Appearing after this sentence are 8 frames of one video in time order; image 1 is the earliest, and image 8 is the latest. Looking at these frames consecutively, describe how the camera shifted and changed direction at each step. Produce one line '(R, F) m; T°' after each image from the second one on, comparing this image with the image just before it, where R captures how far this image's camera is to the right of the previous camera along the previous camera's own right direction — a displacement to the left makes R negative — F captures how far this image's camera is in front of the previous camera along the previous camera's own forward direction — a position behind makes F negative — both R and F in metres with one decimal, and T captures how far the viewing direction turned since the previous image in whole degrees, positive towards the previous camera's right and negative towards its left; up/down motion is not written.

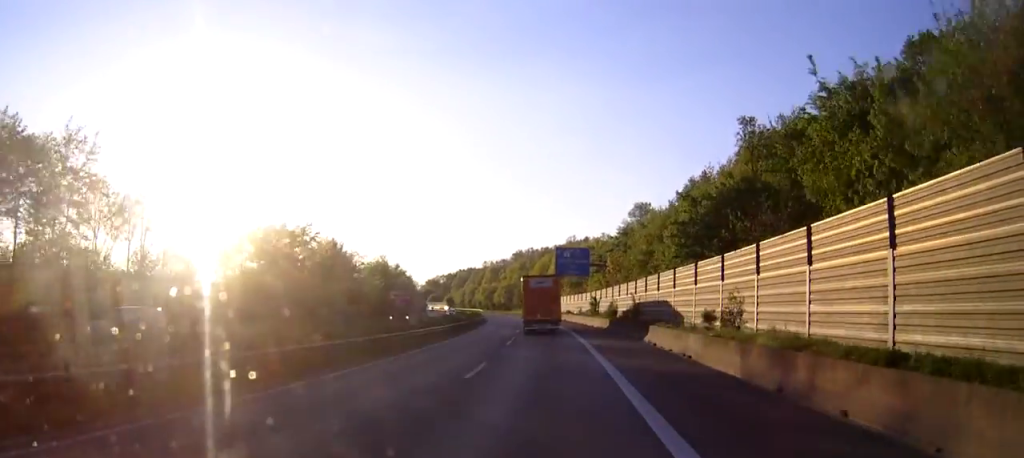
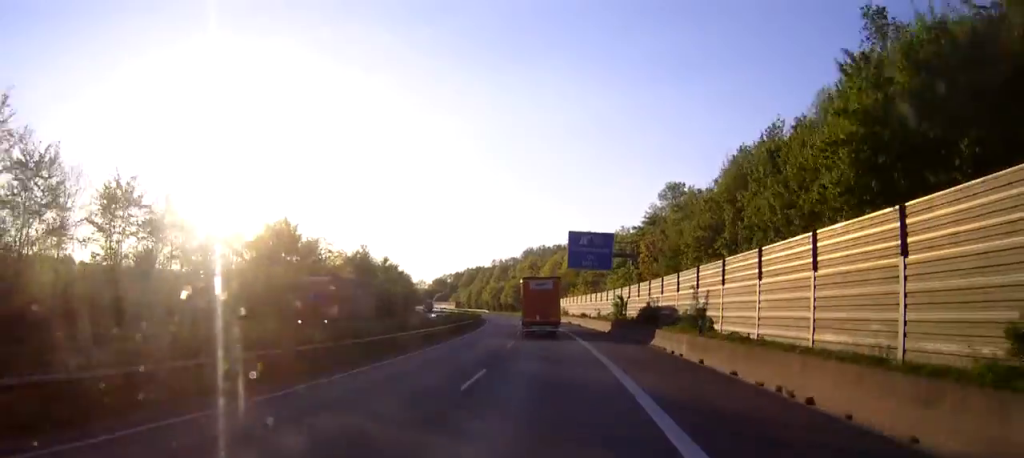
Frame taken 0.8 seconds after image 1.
(-0.1, +20.0) m; -1°
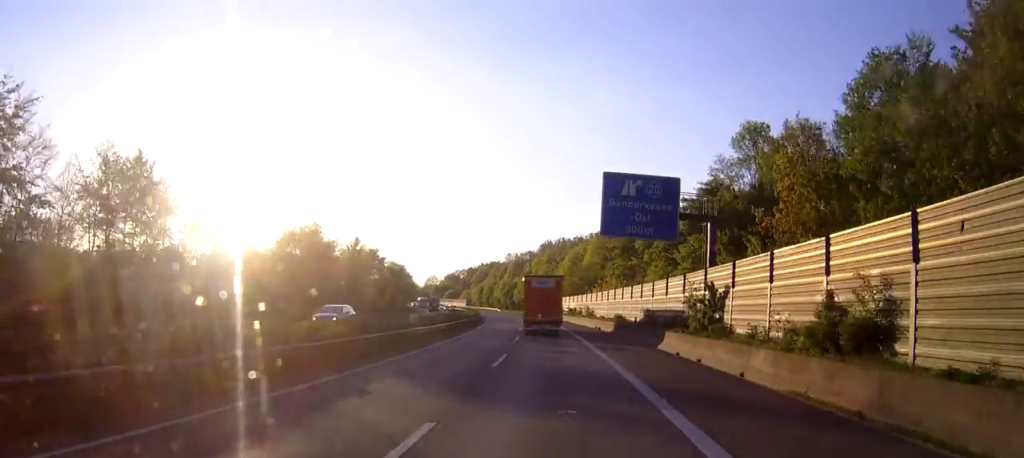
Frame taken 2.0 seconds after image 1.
(-0.5, +29.8) m; -1°
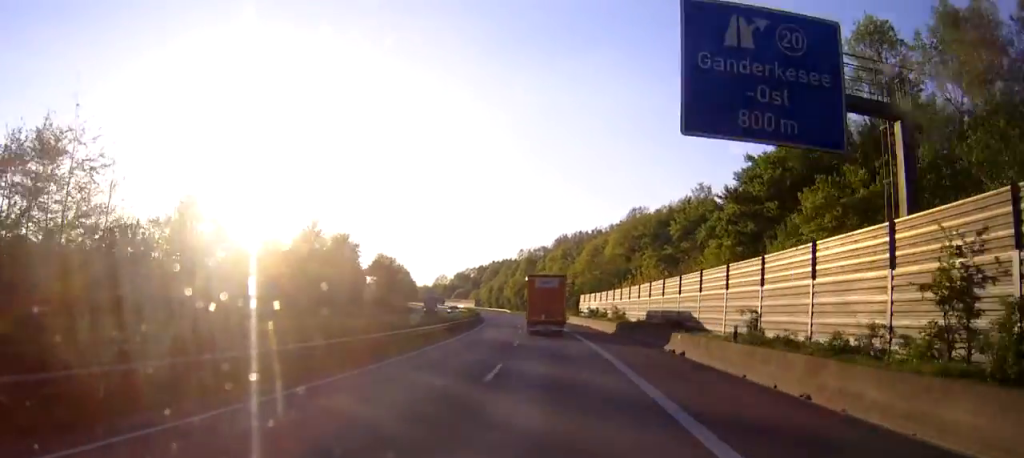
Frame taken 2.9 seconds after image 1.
(-0.1, +23.2) m; -1°
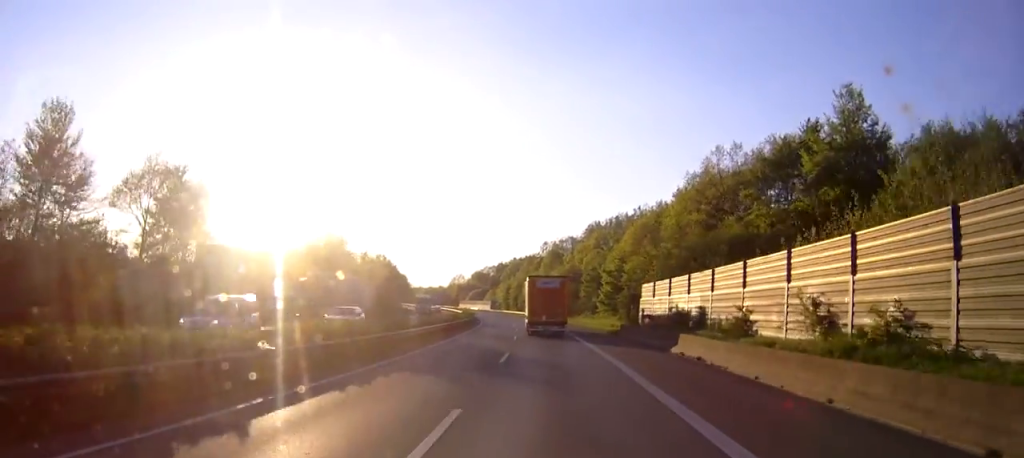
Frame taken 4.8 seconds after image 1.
(-0.9, +47.3) m; -2°
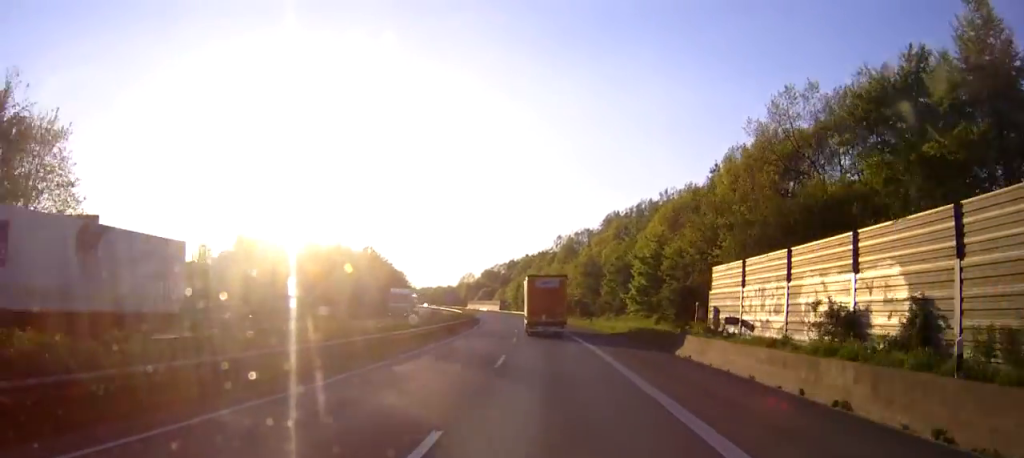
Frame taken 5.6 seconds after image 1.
(-0.1, +19.9) m; -1°
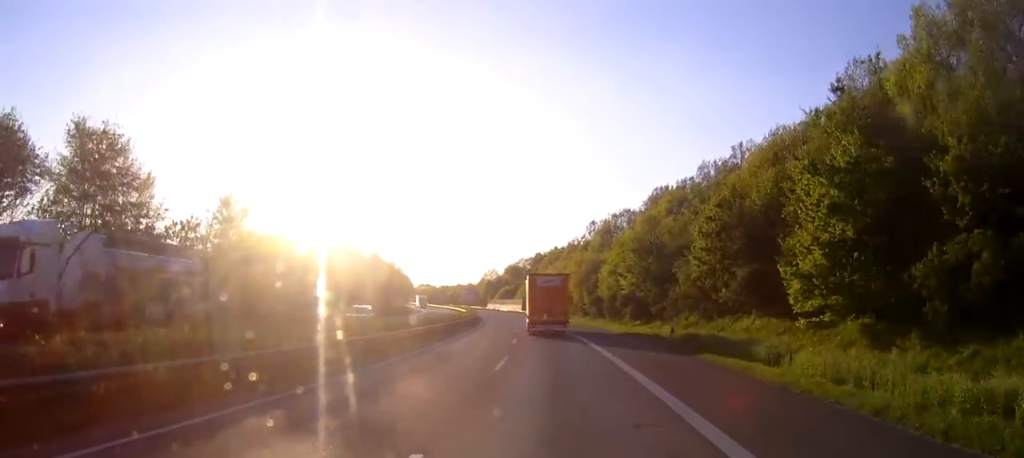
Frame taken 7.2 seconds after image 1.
(-0.9, +38.1) m; -2°
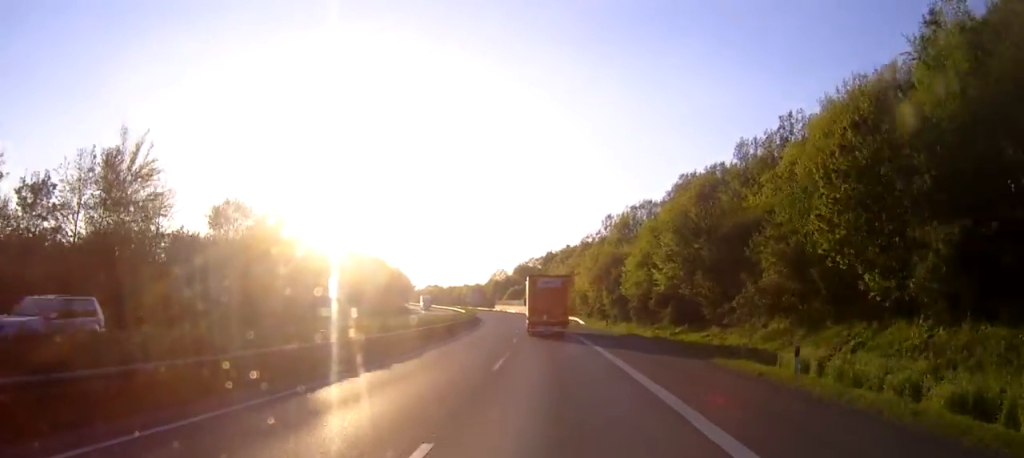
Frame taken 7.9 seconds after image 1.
(-0.1, +17.4) m; -1°
